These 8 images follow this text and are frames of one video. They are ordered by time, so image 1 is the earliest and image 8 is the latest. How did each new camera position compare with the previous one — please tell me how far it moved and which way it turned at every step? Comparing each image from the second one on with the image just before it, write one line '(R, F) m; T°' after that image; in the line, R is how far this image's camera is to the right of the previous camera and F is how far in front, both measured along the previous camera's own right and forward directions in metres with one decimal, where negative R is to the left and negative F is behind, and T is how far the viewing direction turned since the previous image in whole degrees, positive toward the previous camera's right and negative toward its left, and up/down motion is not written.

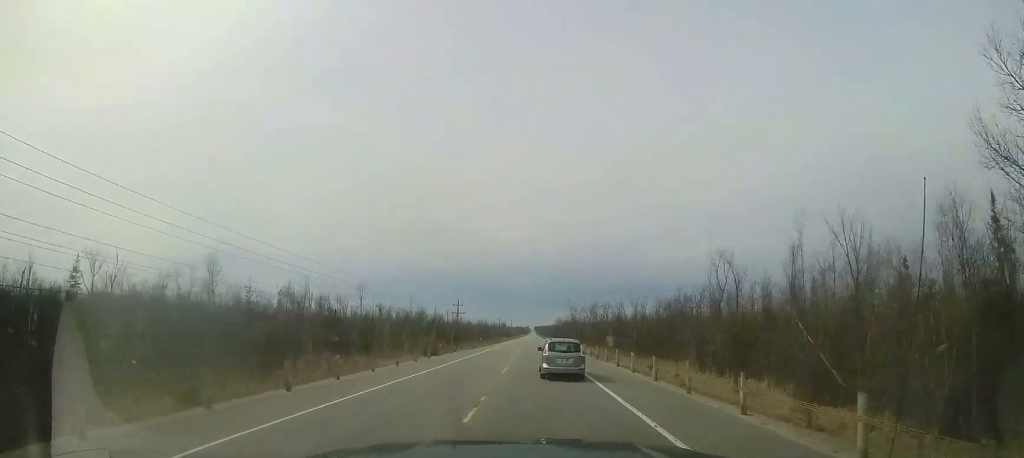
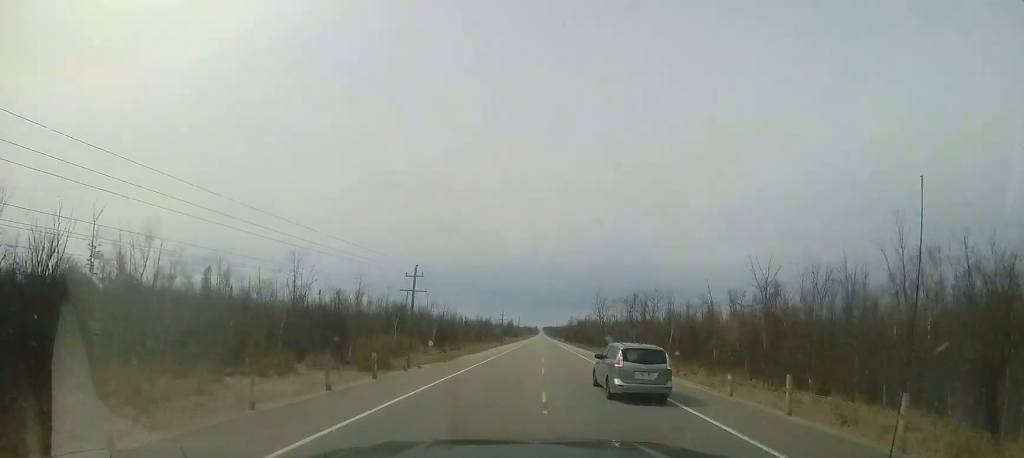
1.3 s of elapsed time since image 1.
(-0.4, +34.8) m; -1°
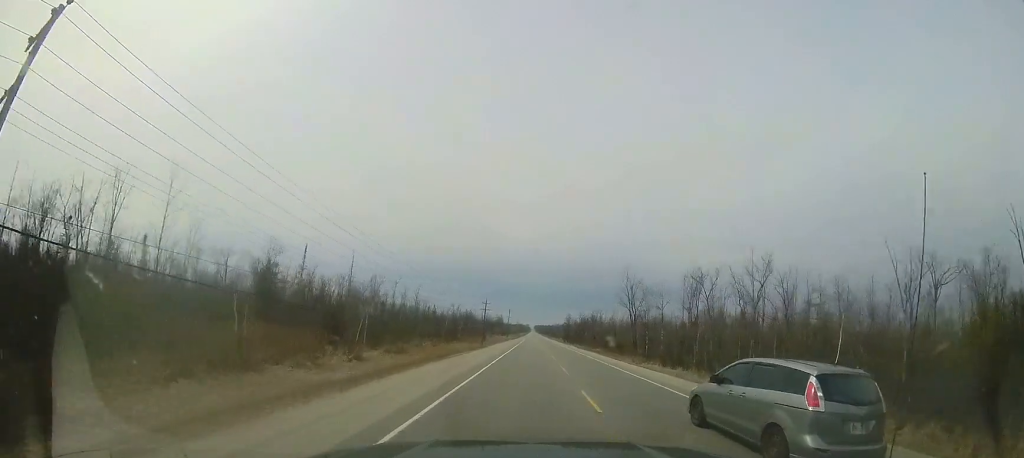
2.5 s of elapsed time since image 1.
(-0.2, +36.2) m; +1°
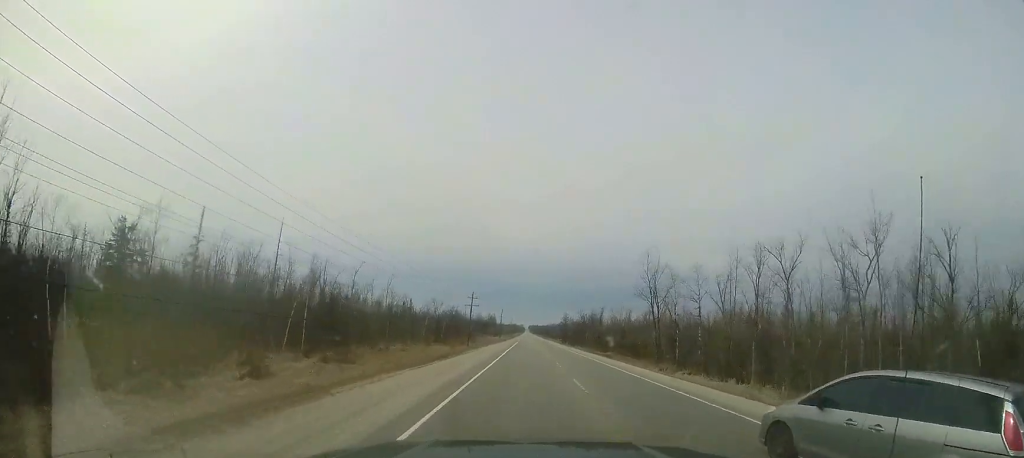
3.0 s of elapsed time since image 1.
(+0.2, +15.2) m; +1°
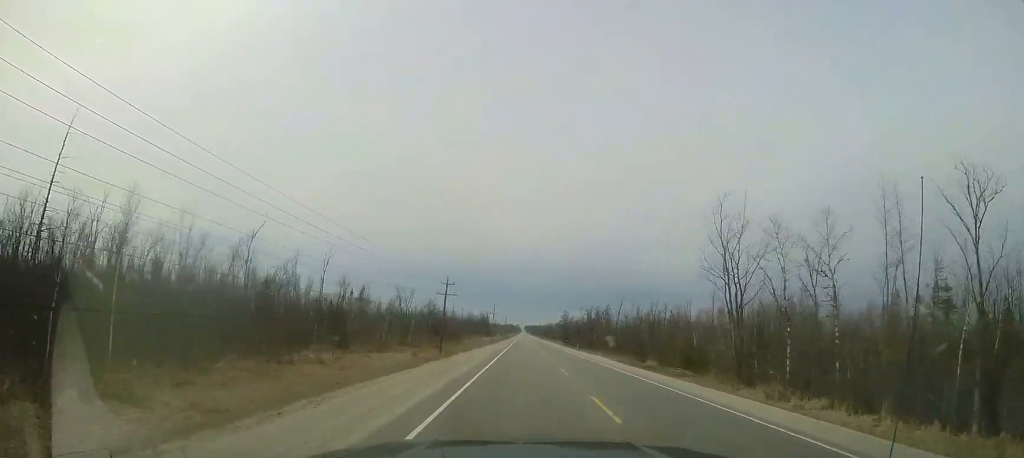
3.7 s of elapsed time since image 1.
(+0.4, +22.5) m; +1°
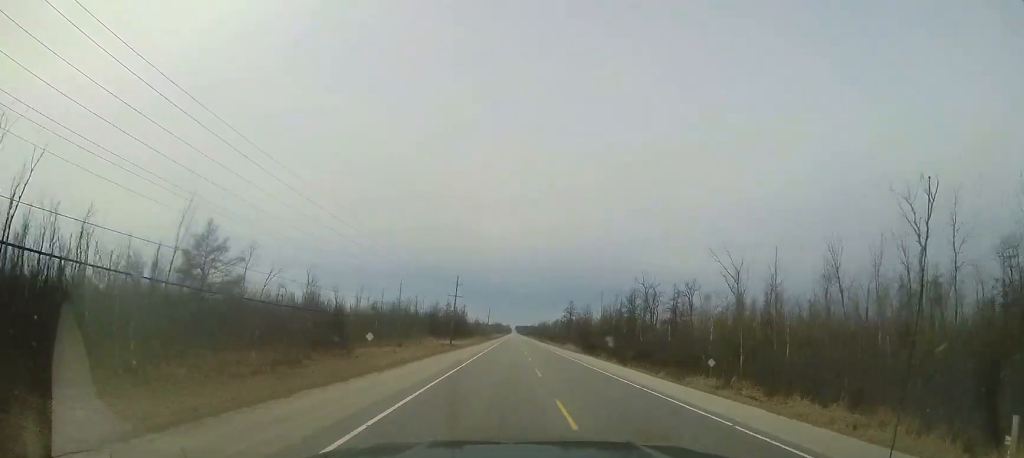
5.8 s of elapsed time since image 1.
(+0.6, +64.5) m; +1°
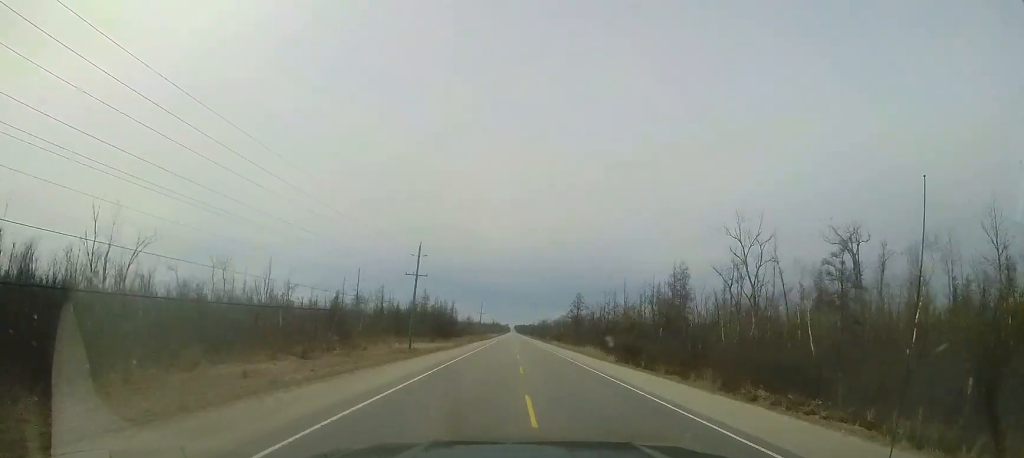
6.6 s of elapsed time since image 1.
(0.0, +27.1) m; +1°
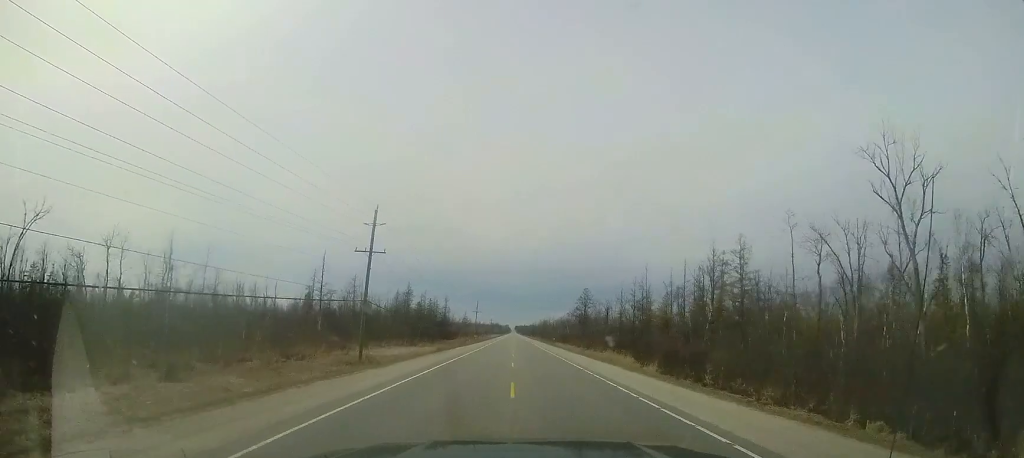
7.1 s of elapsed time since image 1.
(+0.2, +15.4) m; 0°
